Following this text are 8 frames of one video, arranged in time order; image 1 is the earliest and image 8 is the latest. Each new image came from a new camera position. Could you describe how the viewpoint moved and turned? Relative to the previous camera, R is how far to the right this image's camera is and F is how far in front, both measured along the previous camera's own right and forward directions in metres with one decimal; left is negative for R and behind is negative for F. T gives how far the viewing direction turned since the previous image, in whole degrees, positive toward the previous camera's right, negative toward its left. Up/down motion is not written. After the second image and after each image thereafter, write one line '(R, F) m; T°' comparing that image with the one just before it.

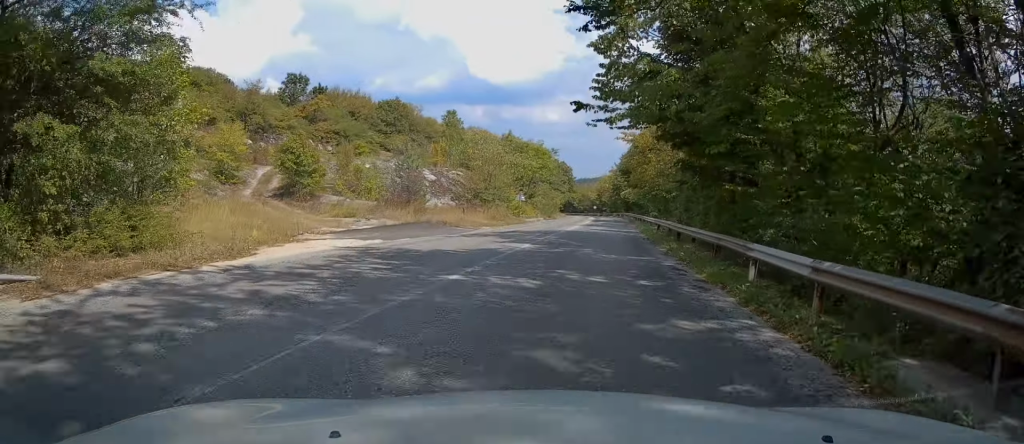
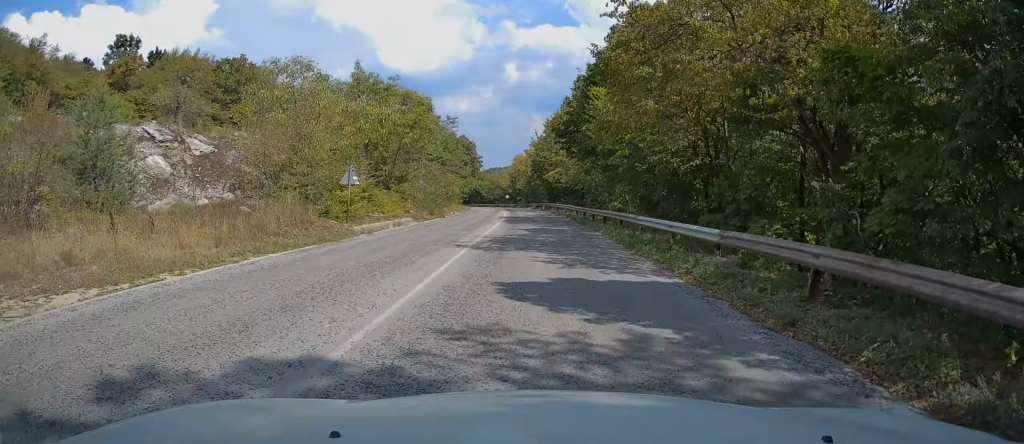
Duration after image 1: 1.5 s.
(+2.5, +26.7) m; +9°
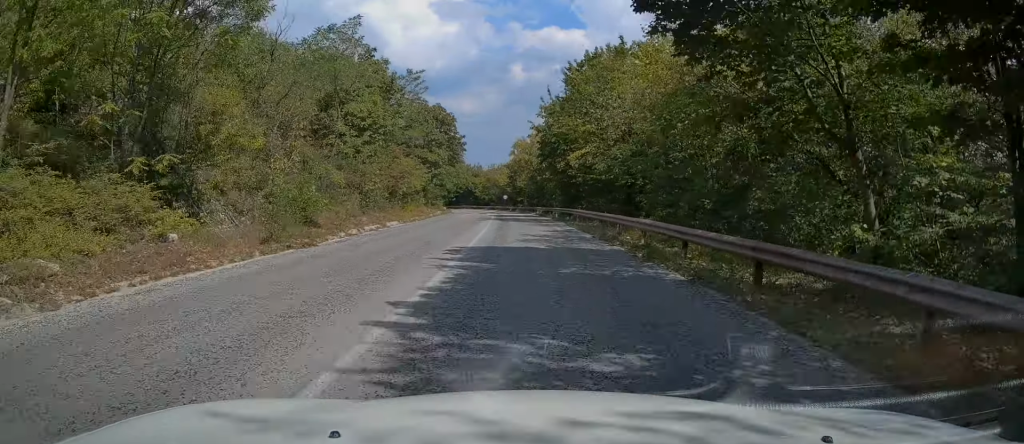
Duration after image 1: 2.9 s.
(+1.4, +26.2) m; +5°
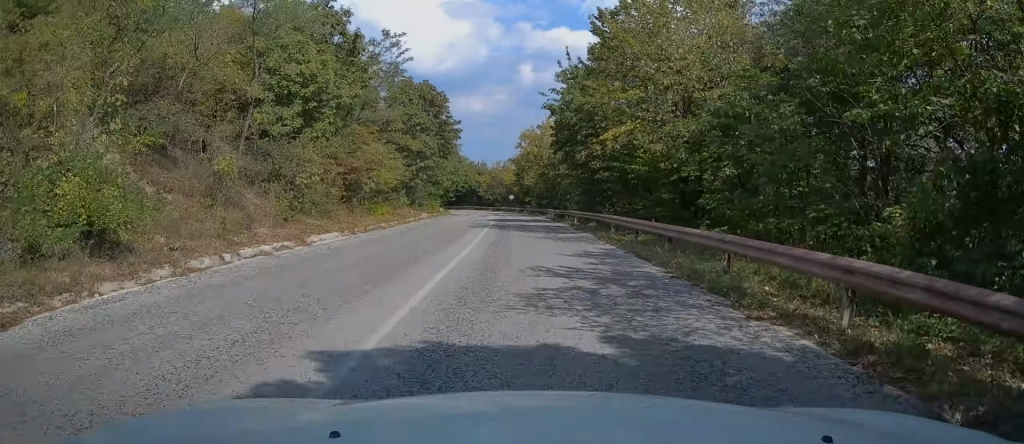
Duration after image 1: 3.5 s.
(+0.2, +10.6) m; +1°
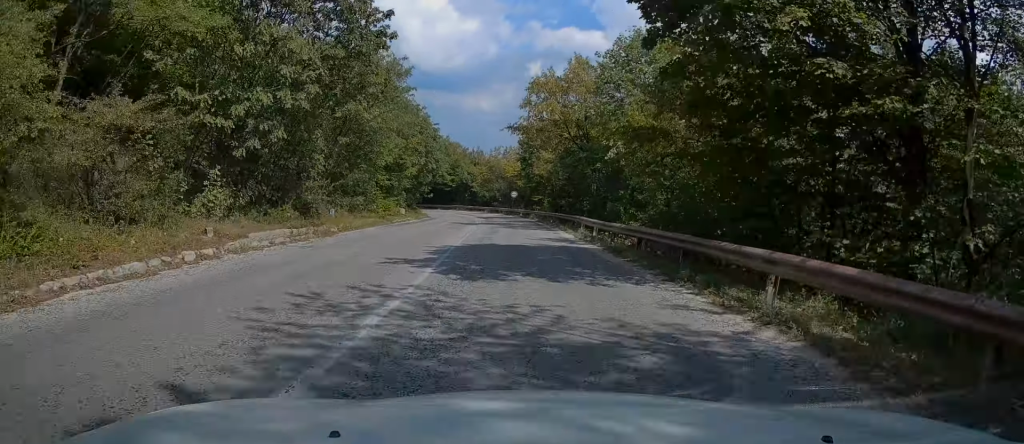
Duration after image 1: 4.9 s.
(-0.6, +25.8) m; -3°
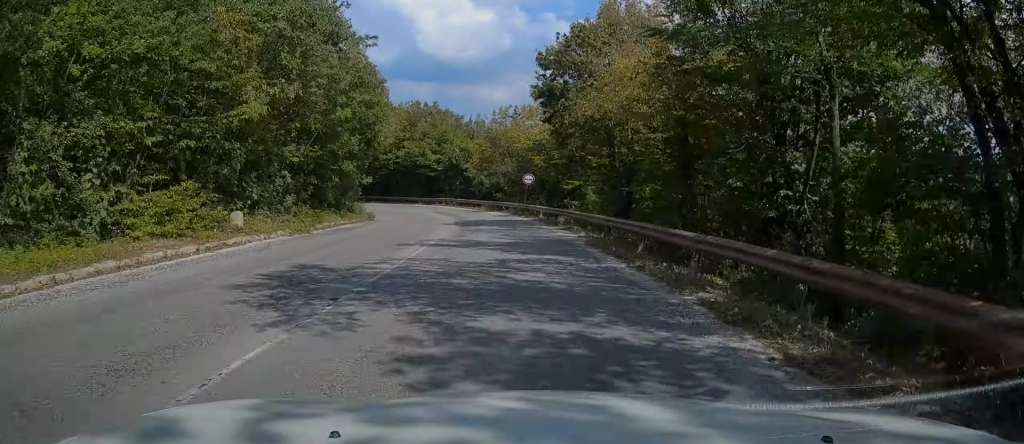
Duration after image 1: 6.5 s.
(-0.5, +27.8) m; -2°
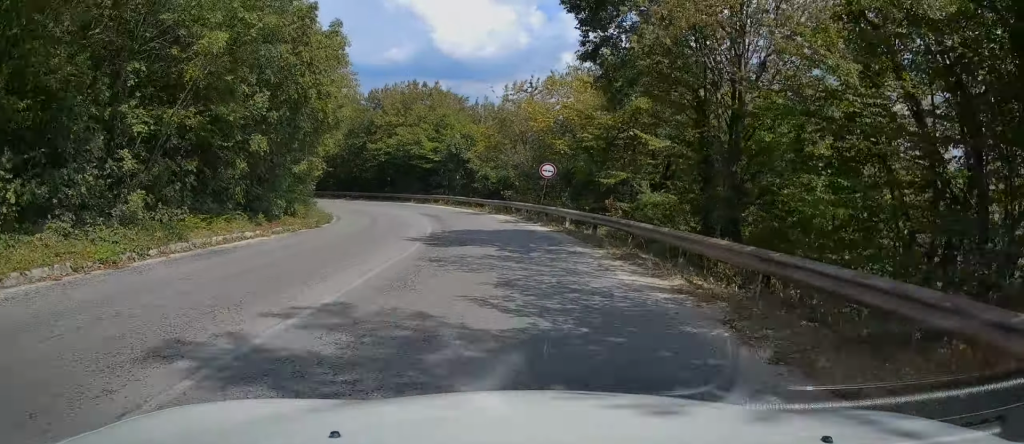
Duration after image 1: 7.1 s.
(+0.1, +10.7) m; -3°
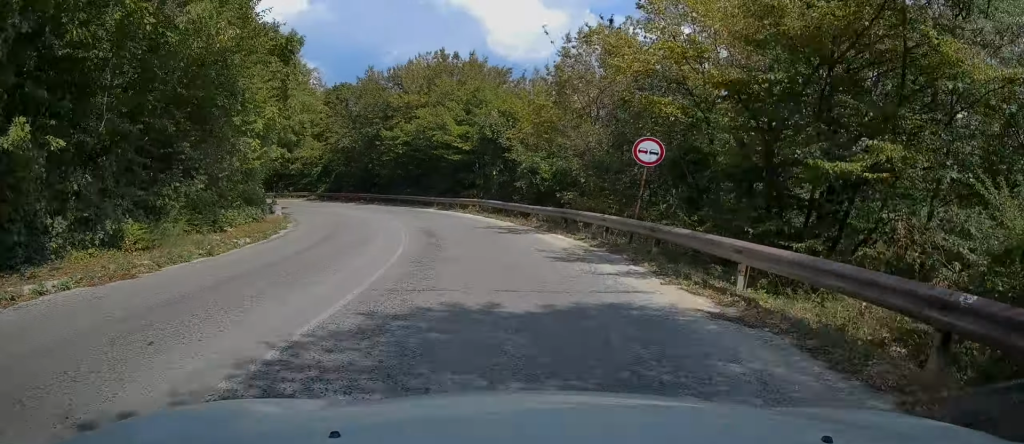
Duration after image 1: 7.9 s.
(-0.8, +13.3) m; -10°
